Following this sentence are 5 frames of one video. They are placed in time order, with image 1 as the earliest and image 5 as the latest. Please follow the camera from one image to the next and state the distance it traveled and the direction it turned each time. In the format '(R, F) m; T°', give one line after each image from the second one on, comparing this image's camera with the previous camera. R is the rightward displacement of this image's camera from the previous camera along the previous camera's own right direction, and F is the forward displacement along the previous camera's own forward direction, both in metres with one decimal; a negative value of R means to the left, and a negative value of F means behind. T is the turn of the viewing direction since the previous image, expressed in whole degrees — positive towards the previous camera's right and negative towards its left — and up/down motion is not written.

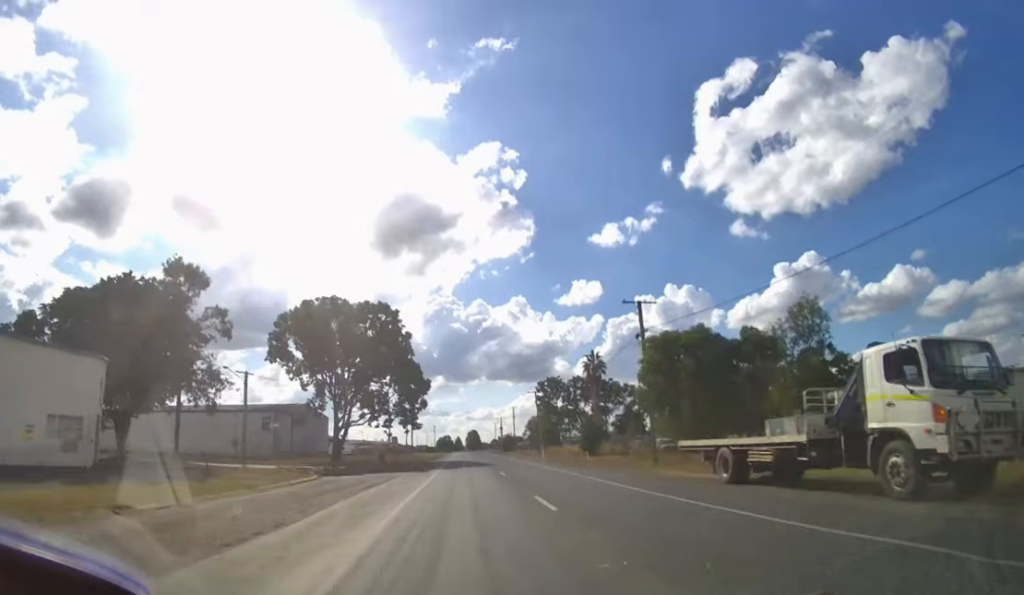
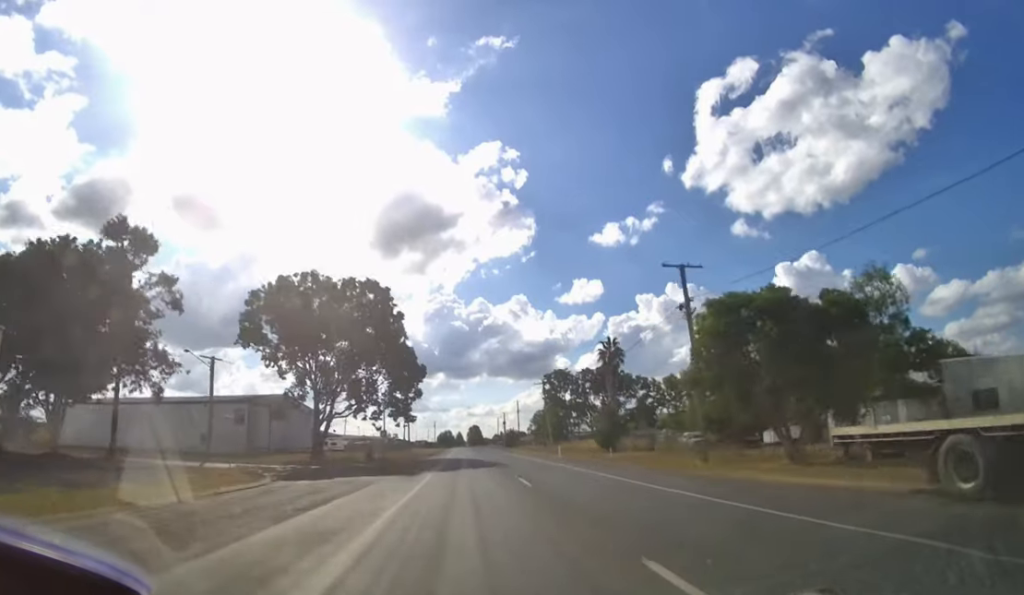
(0.0, +7.1) m; 0°
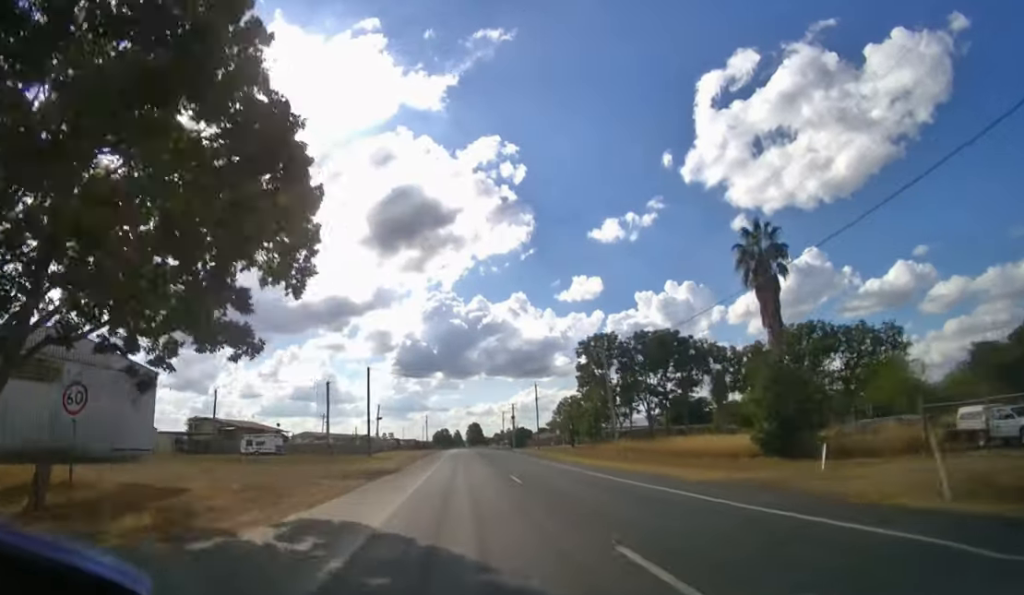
(-0.1, +29.8) m; 0°
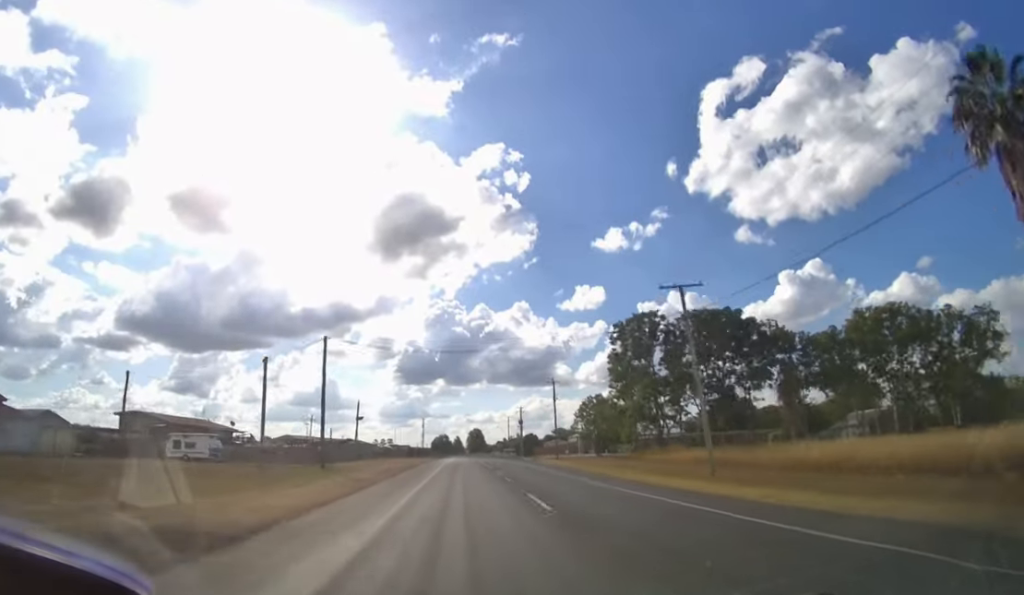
(0.0, +15.2) m; 0°
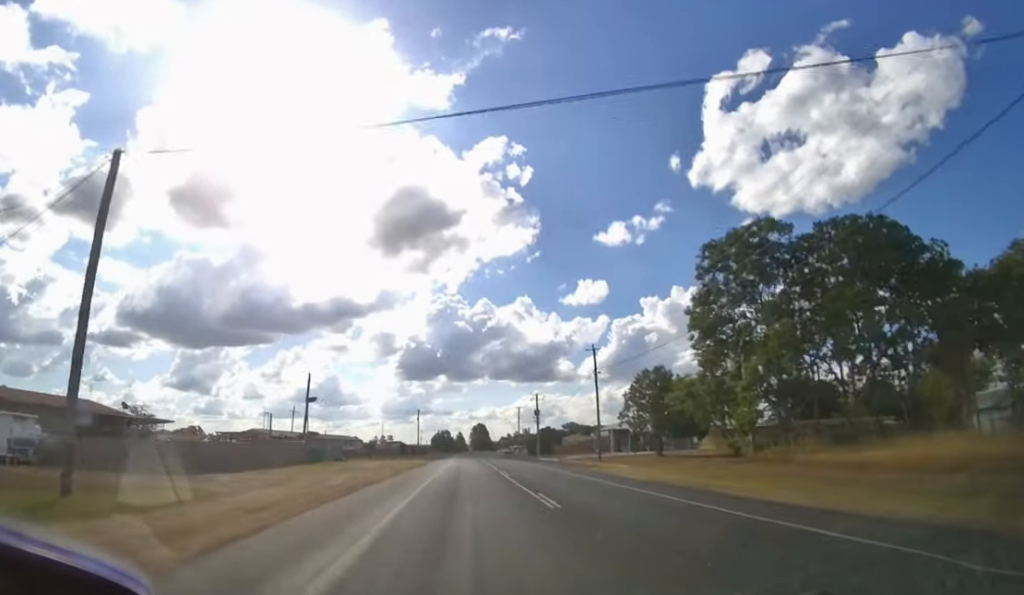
(0.0, +22.6) m; 0°
